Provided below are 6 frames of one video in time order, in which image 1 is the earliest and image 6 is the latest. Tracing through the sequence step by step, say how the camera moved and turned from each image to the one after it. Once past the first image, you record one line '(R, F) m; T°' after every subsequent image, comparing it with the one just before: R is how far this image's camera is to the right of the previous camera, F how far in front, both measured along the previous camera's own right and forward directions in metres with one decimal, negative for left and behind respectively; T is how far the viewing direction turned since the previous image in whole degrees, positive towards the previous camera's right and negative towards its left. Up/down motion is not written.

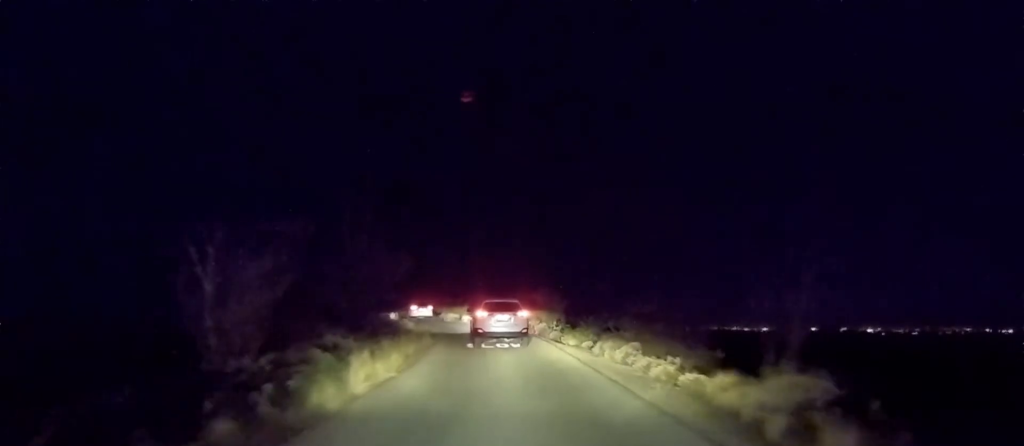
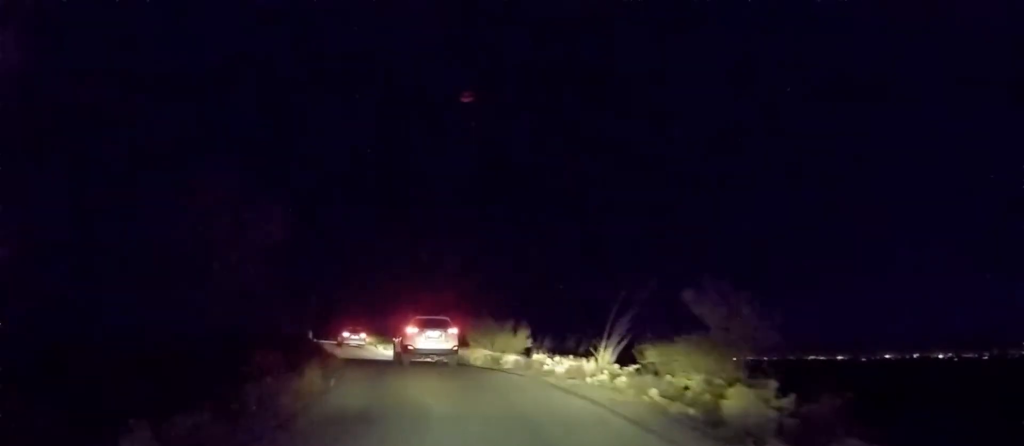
(+0.5, +22.9) m; +1°
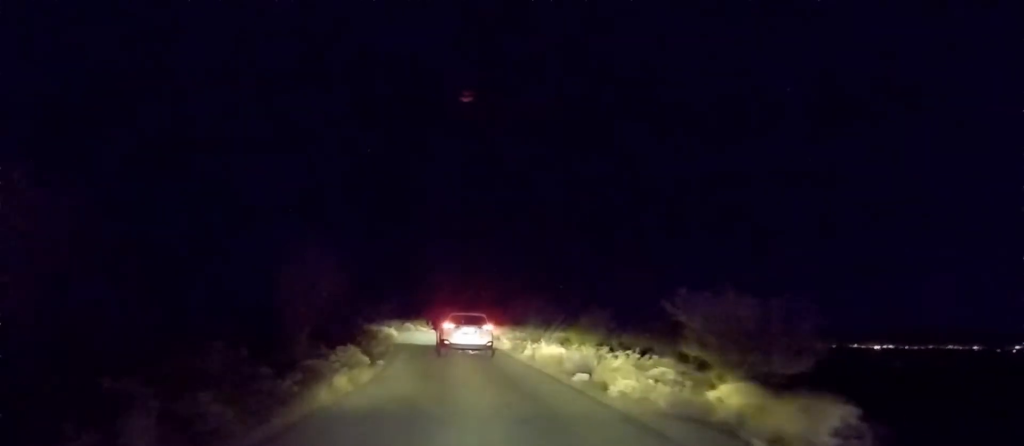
(-3.0, +16.5) m; -19°
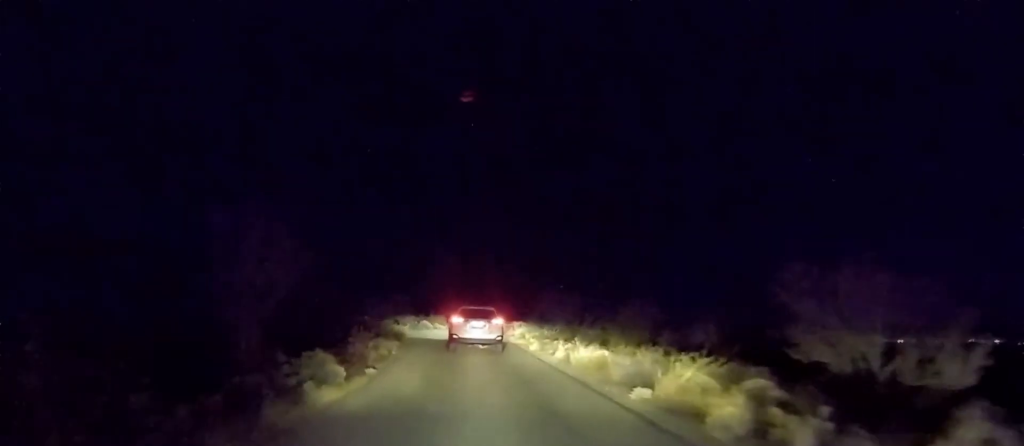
(+0.1, +3.6) m; -7°
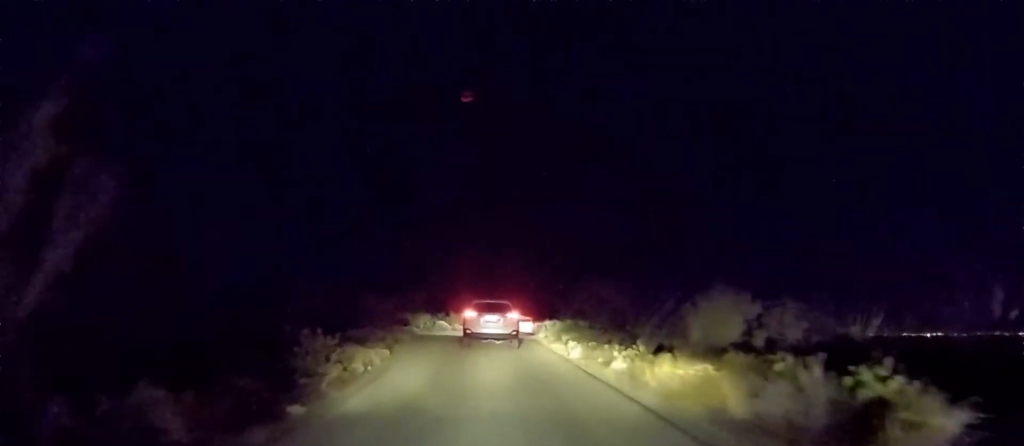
(-0.7, +5.4) m; -3°
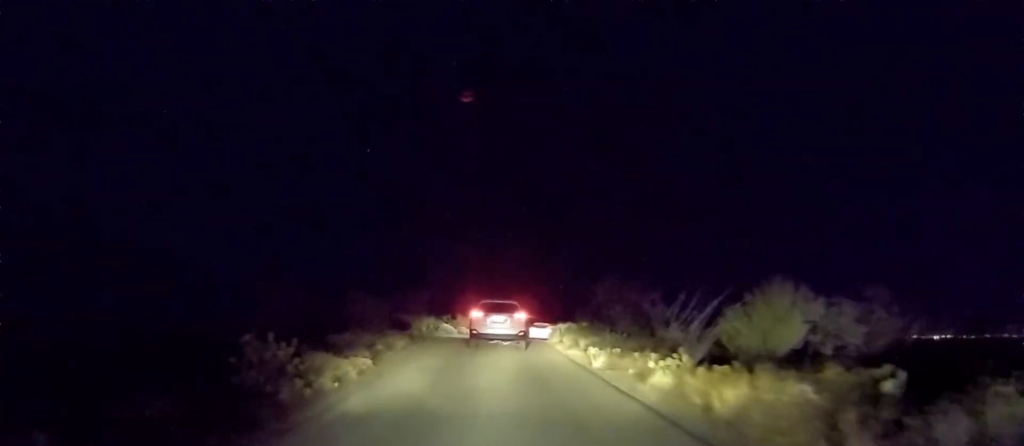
(-0.4, +2.7) m; 0°
